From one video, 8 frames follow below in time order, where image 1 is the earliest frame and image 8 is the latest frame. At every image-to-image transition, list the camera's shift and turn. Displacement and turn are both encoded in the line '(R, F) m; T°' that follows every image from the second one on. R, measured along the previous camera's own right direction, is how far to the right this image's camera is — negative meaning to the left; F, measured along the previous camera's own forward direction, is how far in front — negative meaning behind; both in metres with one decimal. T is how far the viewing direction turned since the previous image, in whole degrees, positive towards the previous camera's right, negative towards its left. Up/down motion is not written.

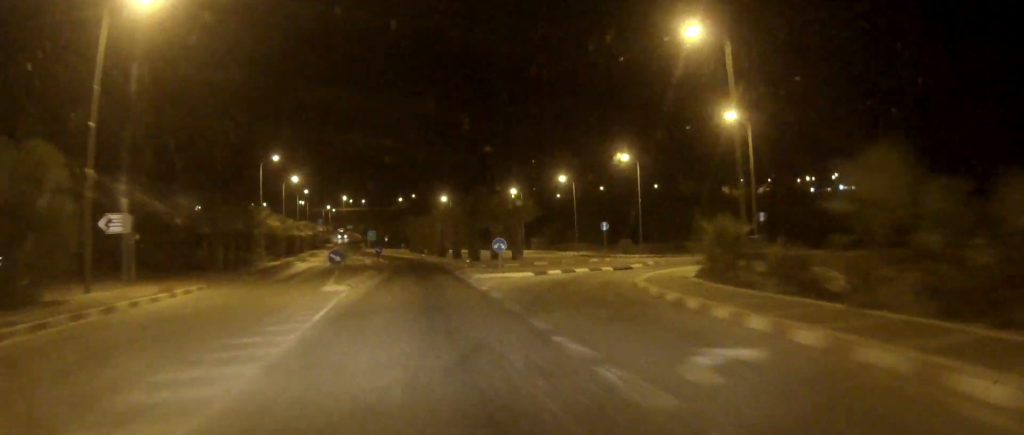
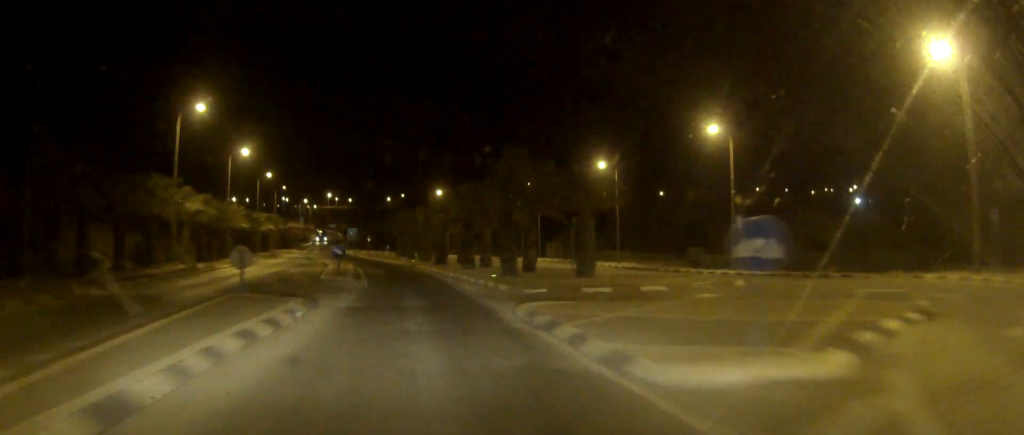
(+0.3, +24.4) m; +1°
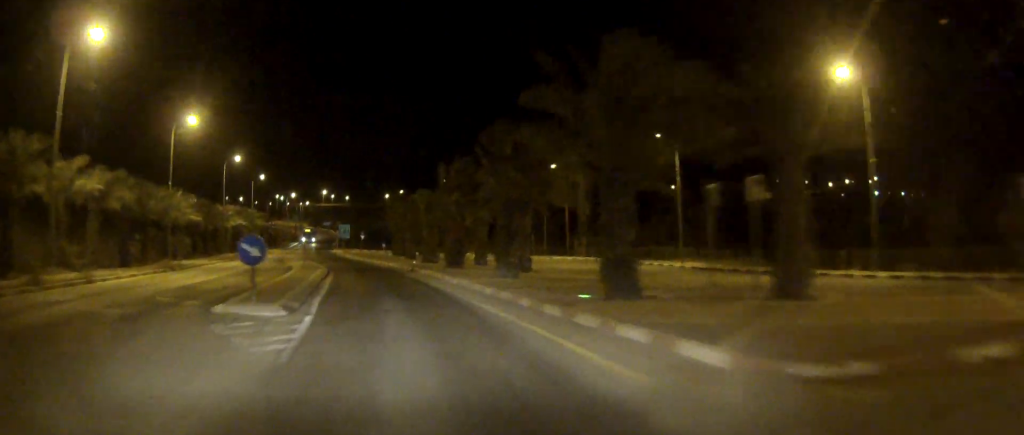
(0.0, +17.6) m; -1°
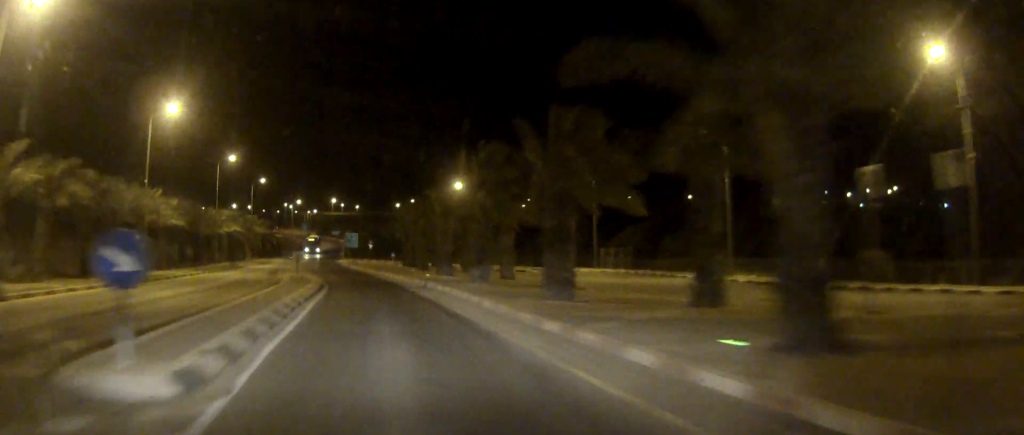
(0.0, +7.4) m; -1°
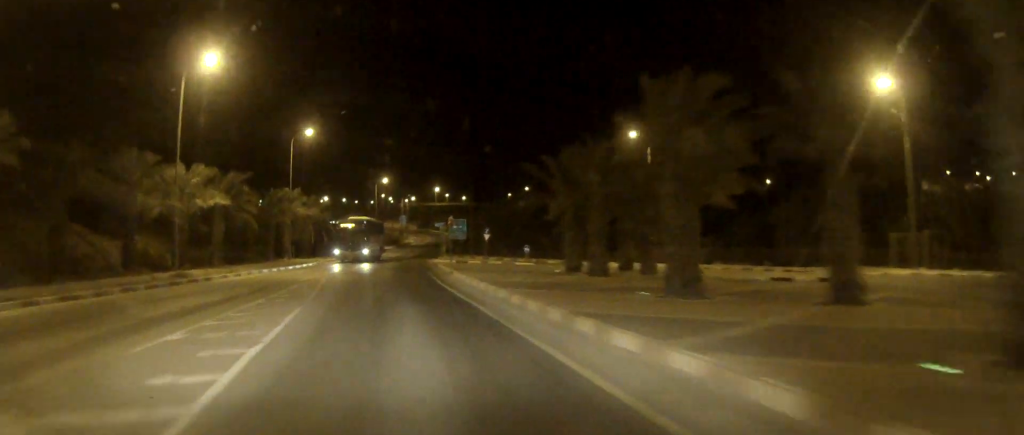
(-1.7, +37.0) m; -6°
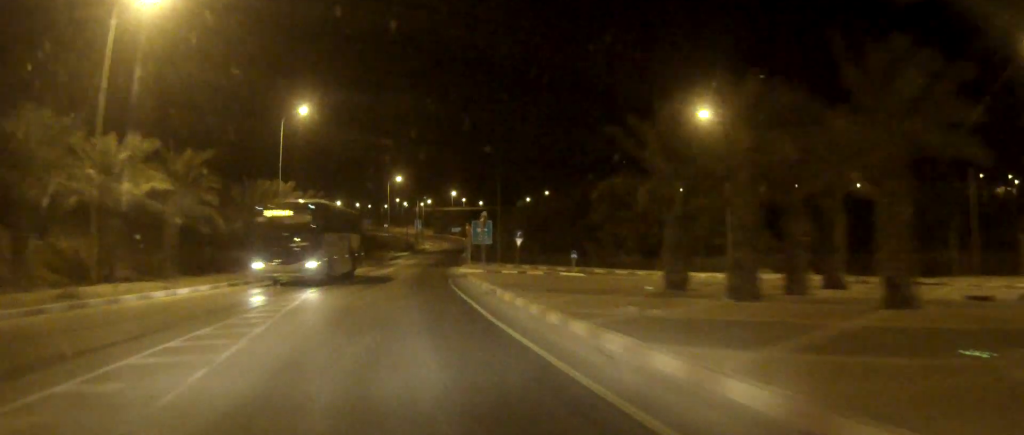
(-0.3, +11.4) m; -2°
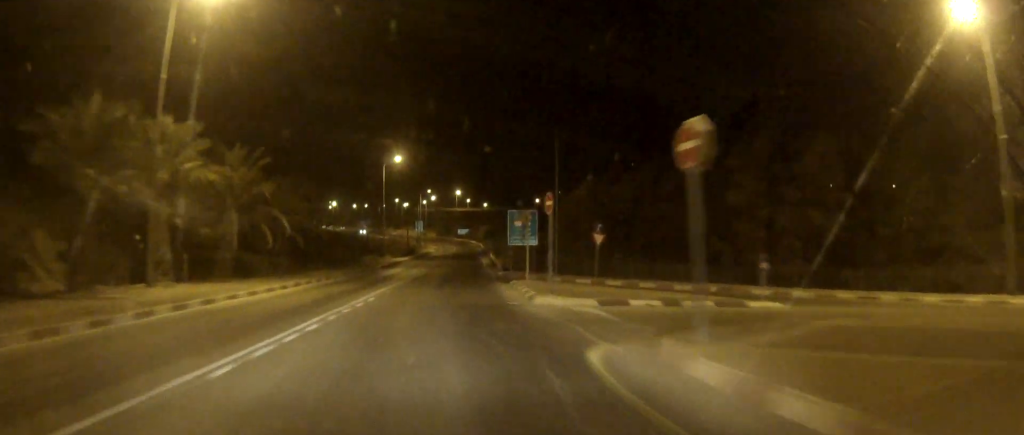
(-0.4, +24.8) m; -1°
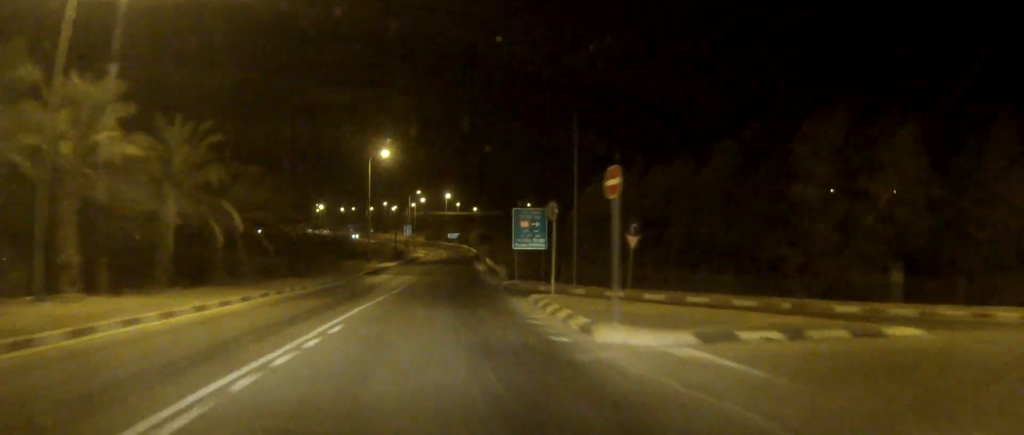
(0.0, +7.2) m; 0°
